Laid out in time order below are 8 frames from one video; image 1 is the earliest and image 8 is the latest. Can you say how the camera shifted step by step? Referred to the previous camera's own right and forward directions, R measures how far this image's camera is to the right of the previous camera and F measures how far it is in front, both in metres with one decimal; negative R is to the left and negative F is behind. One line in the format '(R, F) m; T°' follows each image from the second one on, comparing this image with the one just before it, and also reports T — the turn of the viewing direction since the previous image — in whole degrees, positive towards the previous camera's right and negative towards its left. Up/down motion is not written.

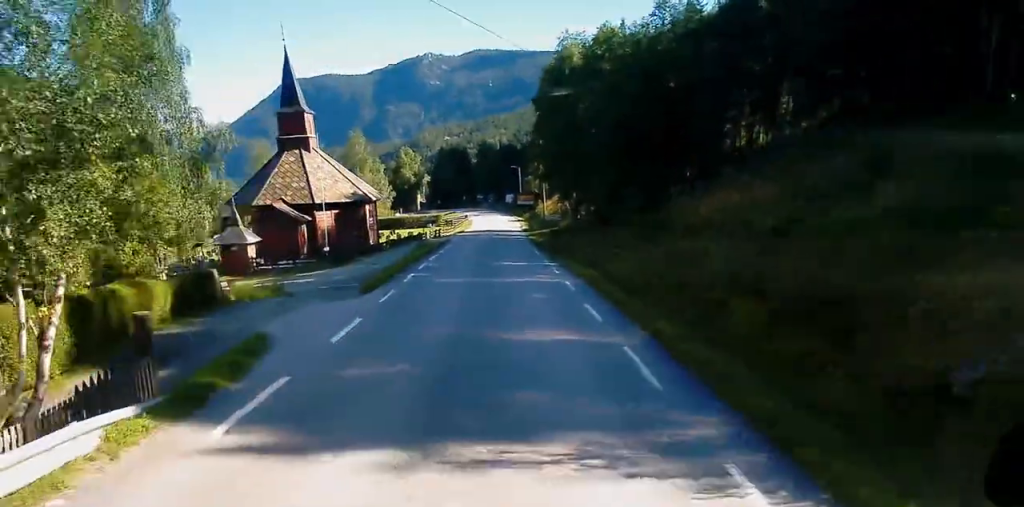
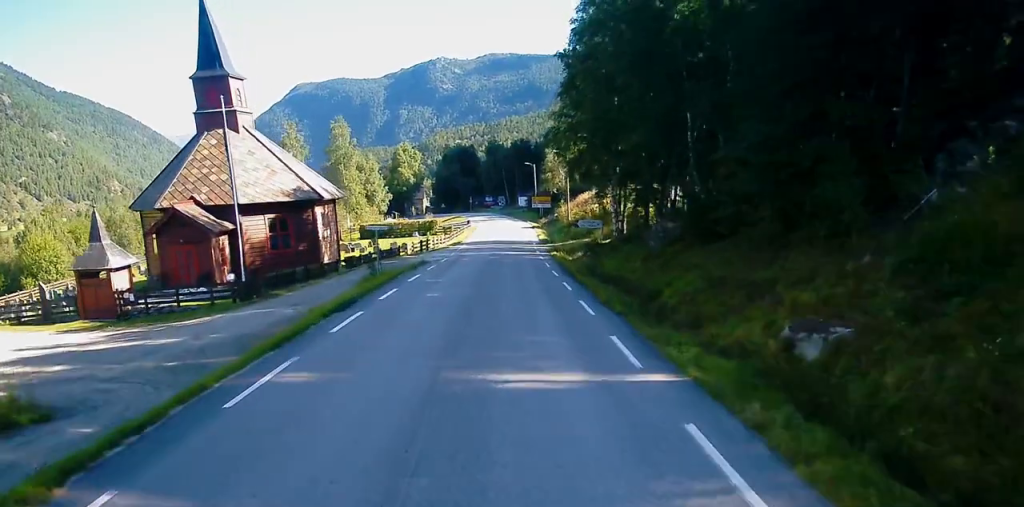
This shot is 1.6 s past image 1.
(-0.4, +22.4) m; -1°
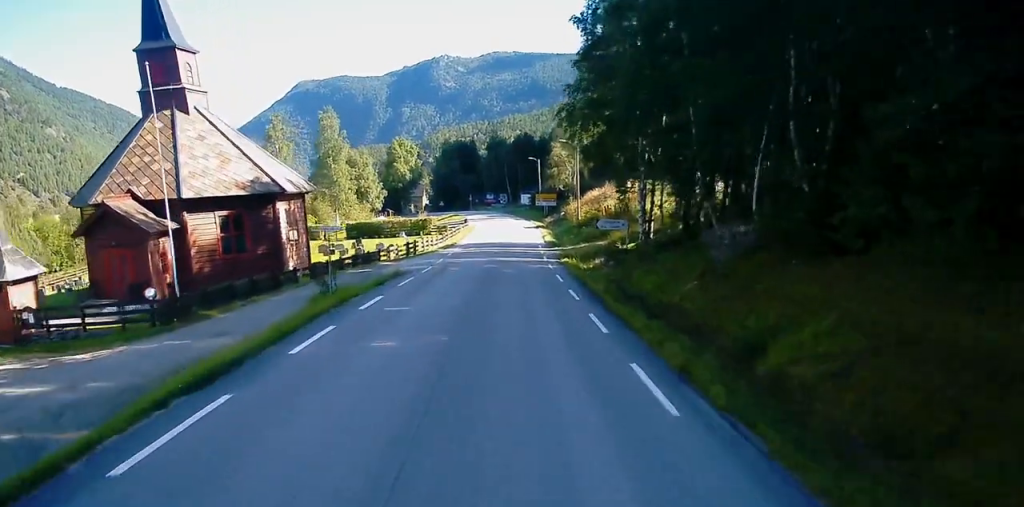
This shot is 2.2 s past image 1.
(-0.2, +8.6) m; -1°
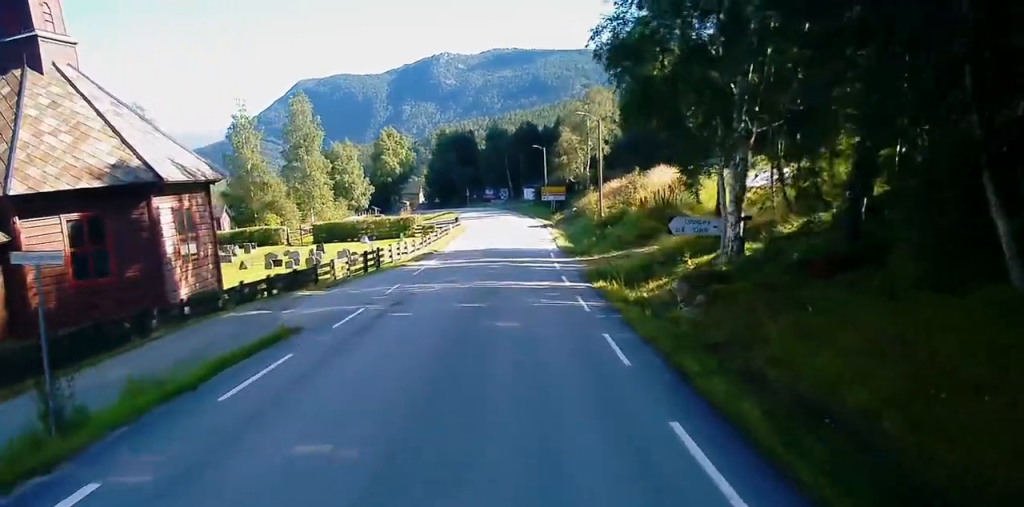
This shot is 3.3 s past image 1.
(-0.2, +14.8) m; 0°
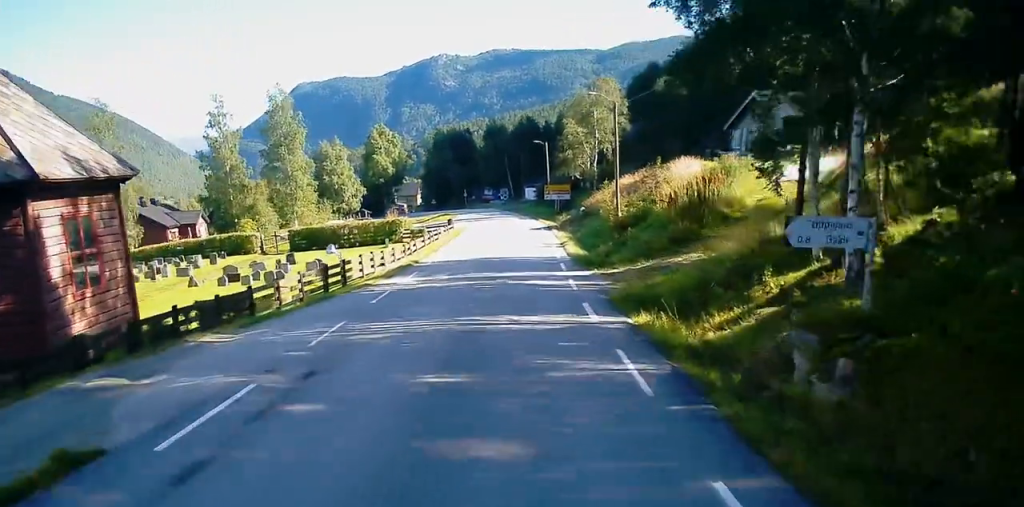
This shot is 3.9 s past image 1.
(0.0, +7.6) m; +1°
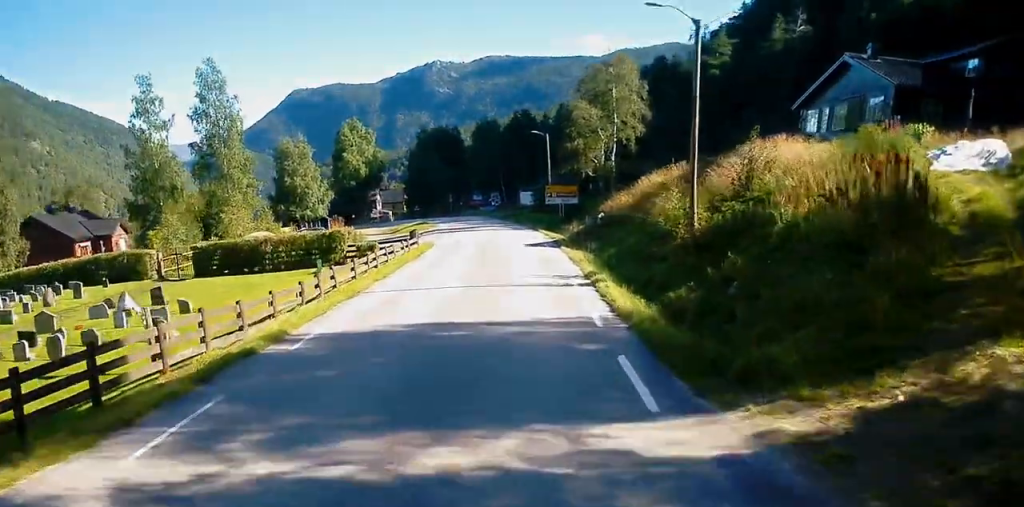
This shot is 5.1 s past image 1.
(+0.2, +18.1) m; 0°
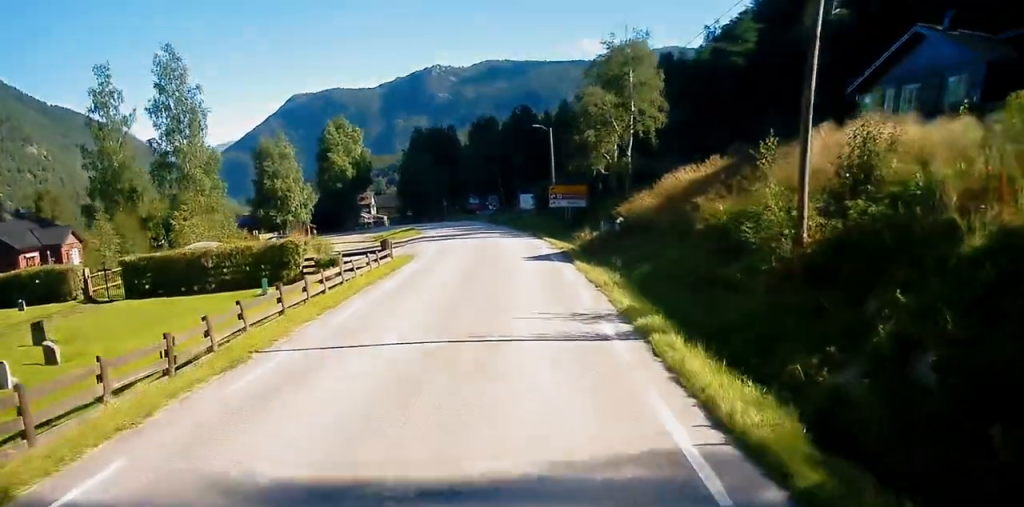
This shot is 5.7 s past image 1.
(-0.1, +8.6) m; -1°
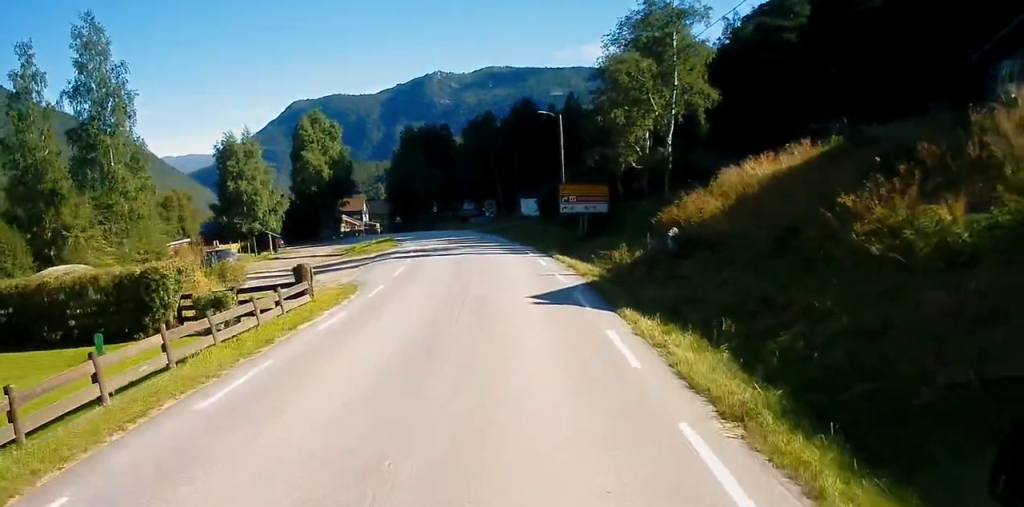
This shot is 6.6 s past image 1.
(0.0, +12.7) m; 0°
